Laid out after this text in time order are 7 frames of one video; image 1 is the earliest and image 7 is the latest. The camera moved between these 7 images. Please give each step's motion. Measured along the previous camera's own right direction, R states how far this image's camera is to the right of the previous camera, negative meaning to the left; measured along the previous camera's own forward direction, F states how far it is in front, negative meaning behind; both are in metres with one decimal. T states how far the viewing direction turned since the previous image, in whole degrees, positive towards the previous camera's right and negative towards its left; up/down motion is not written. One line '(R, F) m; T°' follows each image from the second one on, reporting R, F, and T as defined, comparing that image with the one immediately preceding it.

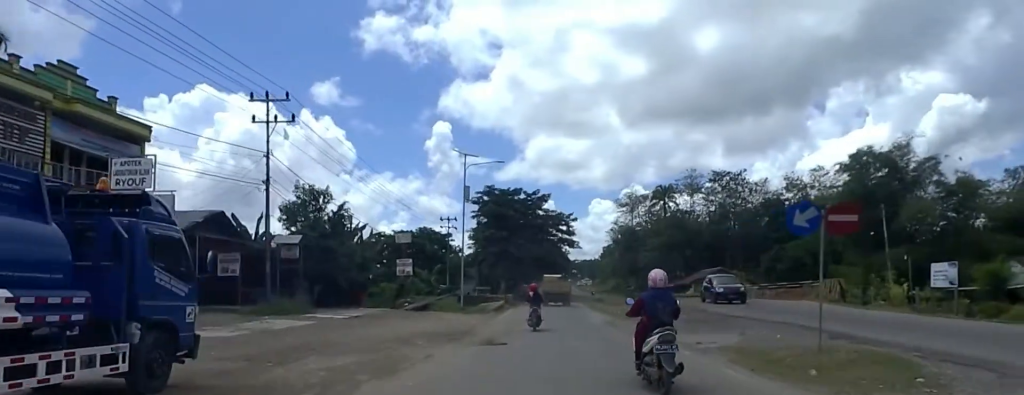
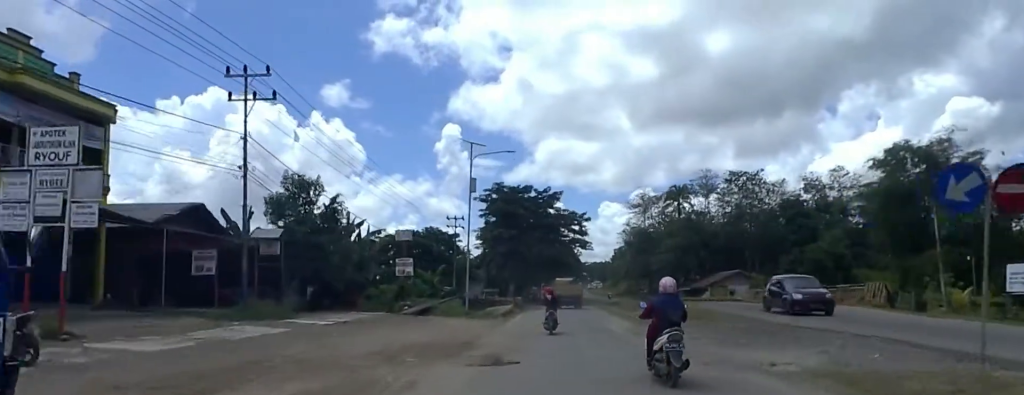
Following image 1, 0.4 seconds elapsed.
(0.0, +3.1) m; 0°
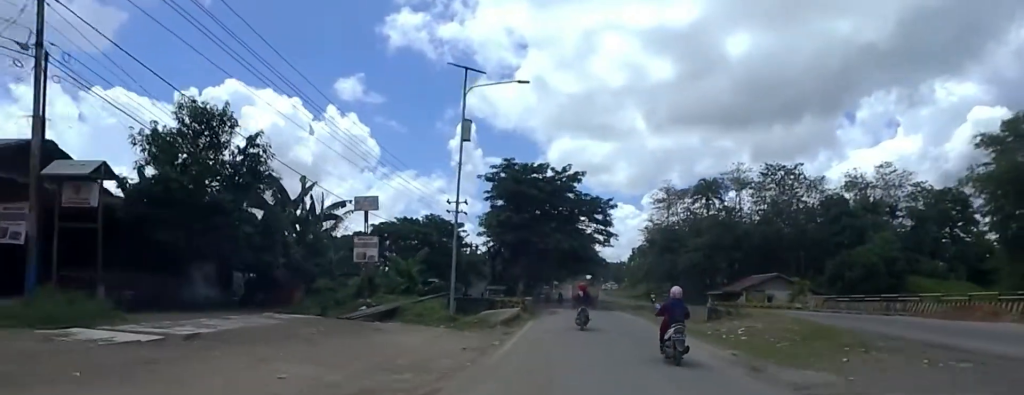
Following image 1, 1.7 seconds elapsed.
(0.0, +10.3) m; 0°
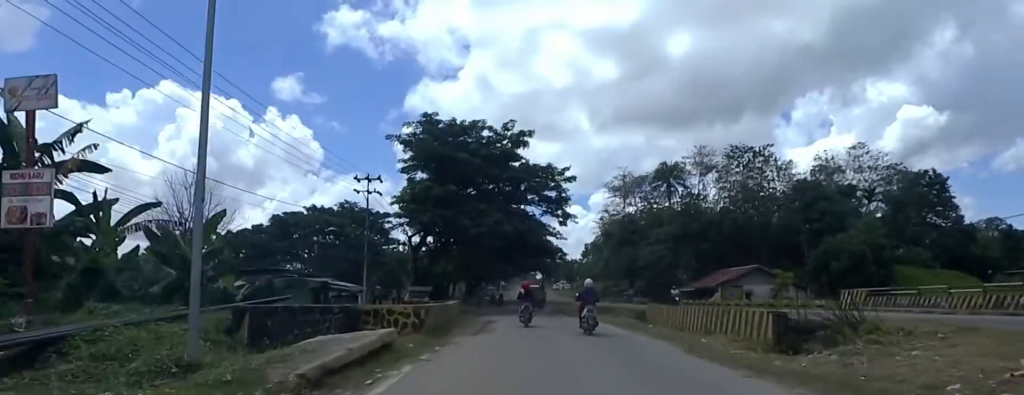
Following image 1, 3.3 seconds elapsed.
(0.0, +14.7) m; 0°
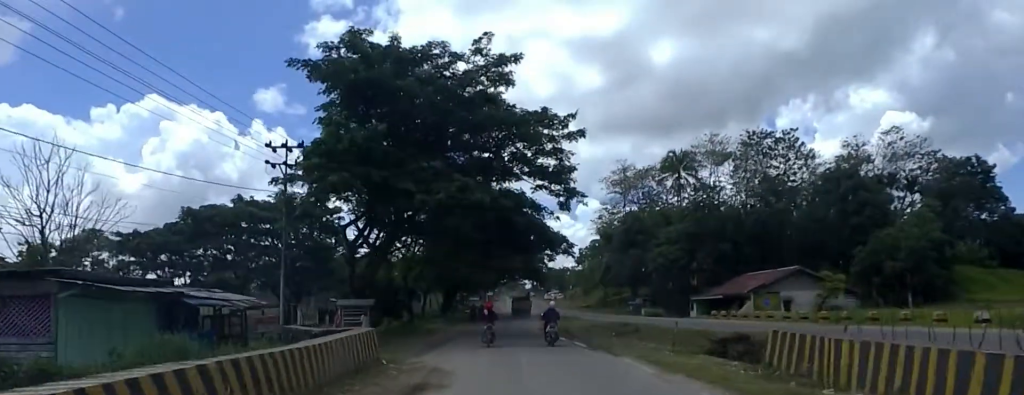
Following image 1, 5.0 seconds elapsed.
(0.0, +15.1) m; 0°
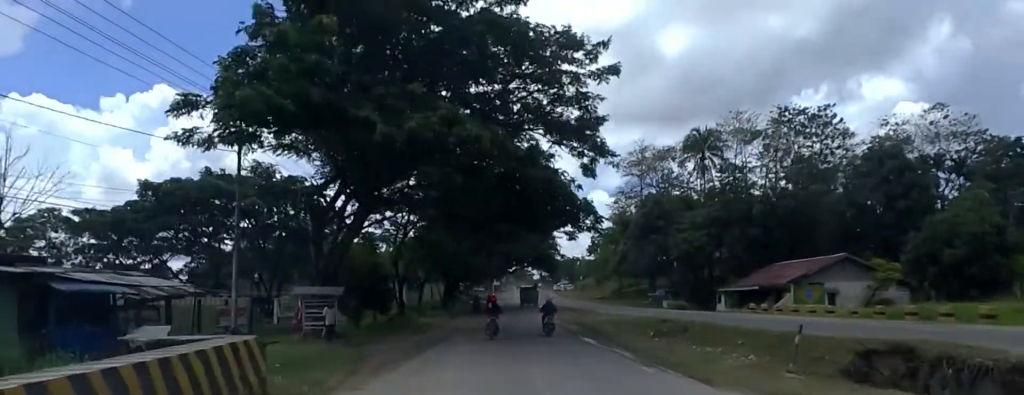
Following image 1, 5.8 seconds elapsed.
(0.0, +6.7) m; 0°
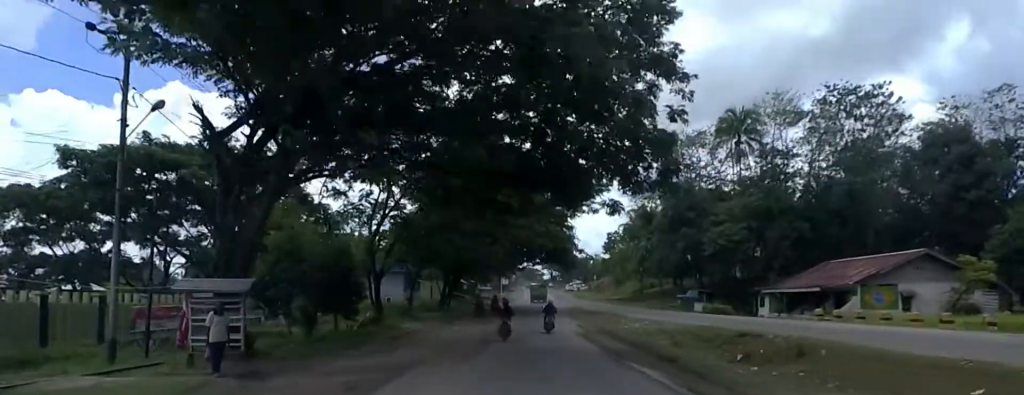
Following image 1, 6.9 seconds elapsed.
(0.0, +8.7) m; 0°
